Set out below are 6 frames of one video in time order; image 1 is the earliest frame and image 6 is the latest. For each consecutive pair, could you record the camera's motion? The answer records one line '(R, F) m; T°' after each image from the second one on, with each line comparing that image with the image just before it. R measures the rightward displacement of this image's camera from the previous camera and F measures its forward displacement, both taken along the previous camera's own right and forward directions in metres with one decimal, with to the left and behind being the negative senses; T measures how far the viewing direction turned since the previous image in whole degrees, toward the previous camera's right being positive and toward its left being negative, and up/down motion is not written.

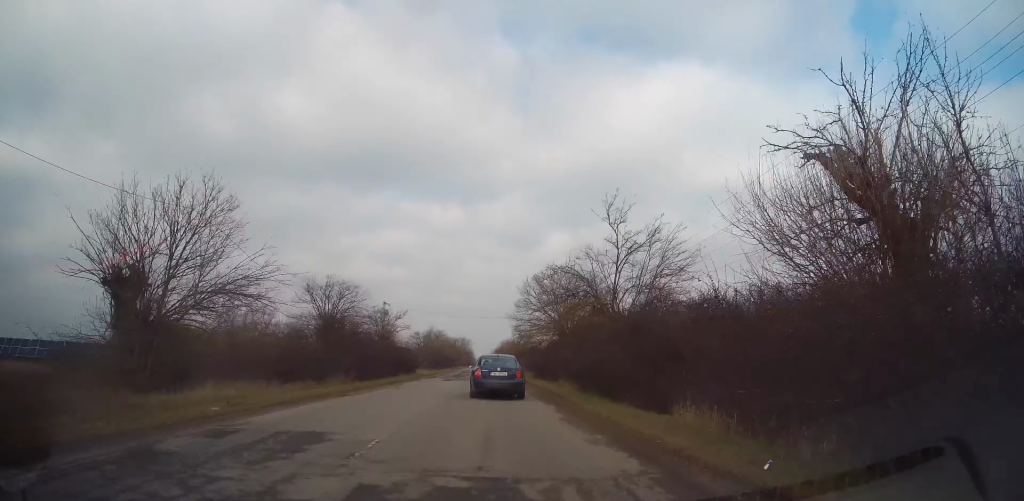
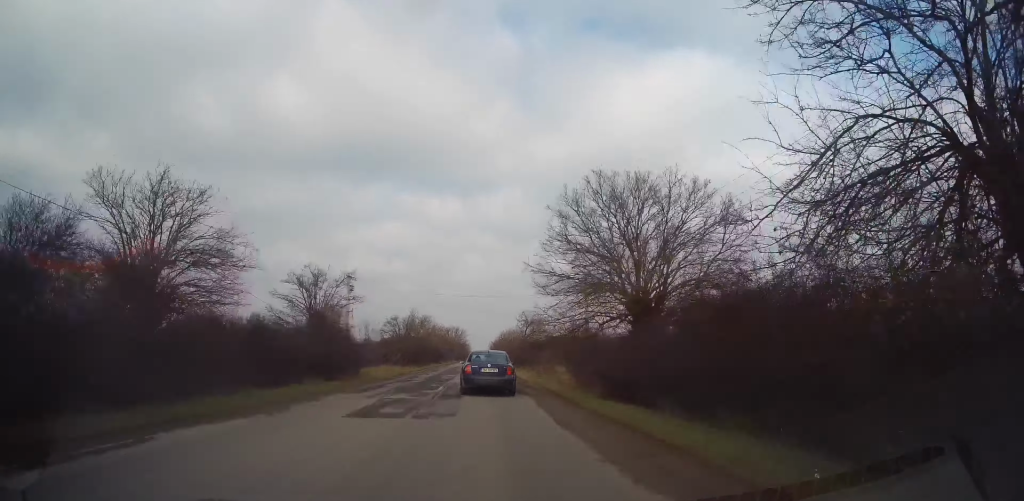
(+0.7, +23.2) m; +1°
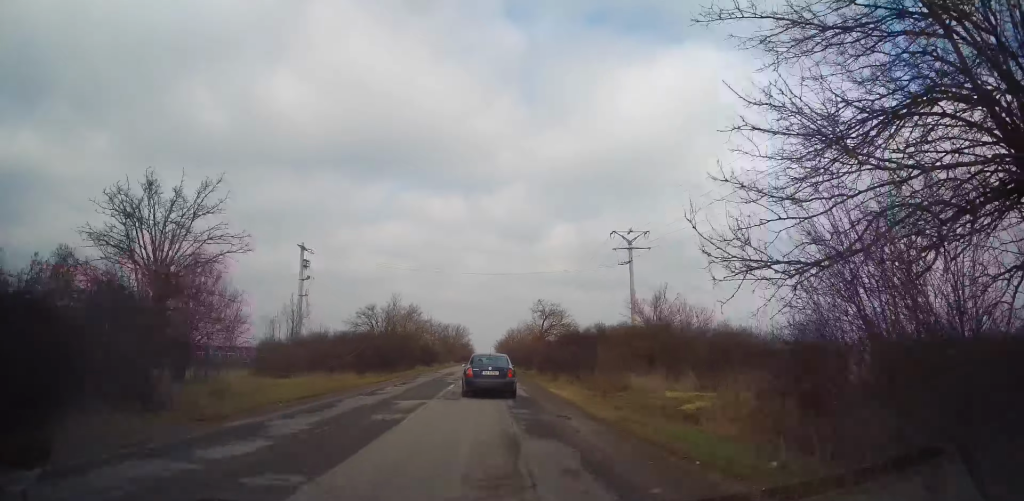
(-0.6, +20.1) m; -3°
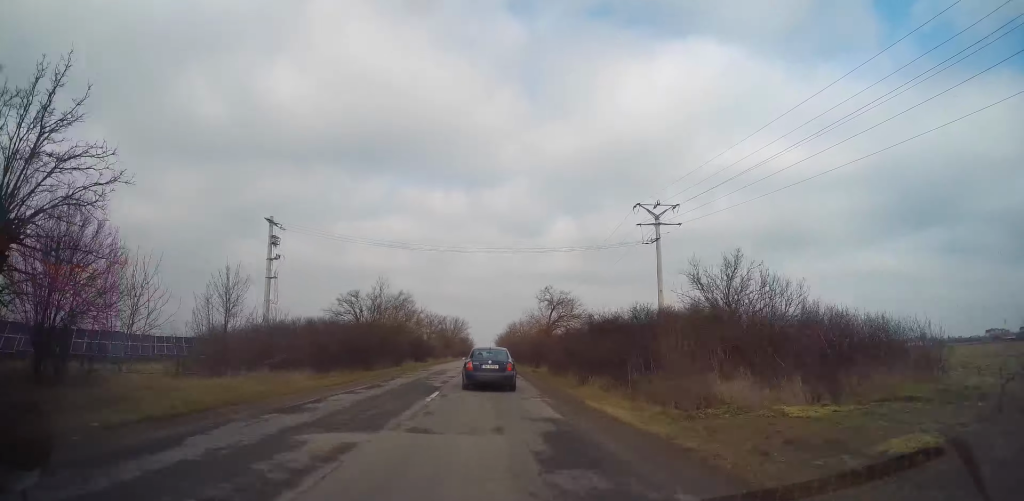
(0.0, +8.0) m; +1°
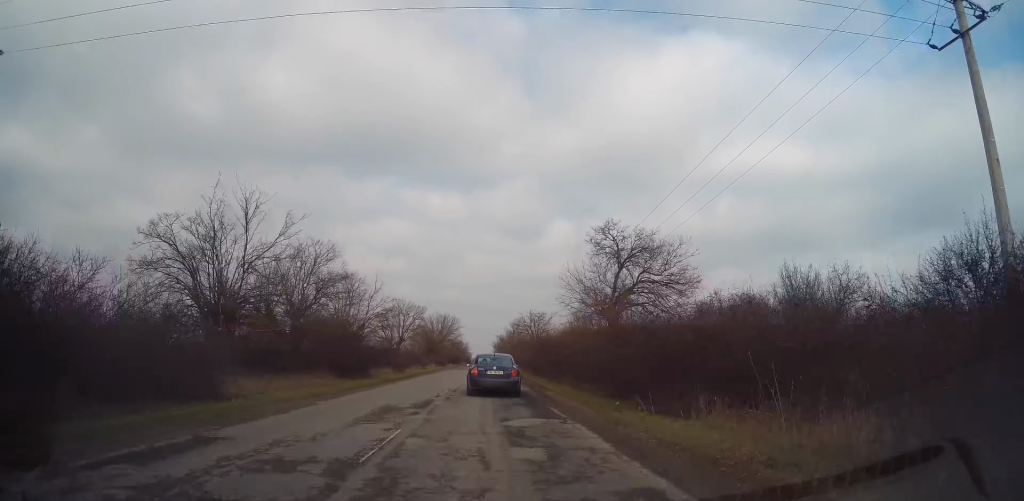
(+0.9, +30.9) m; +3°
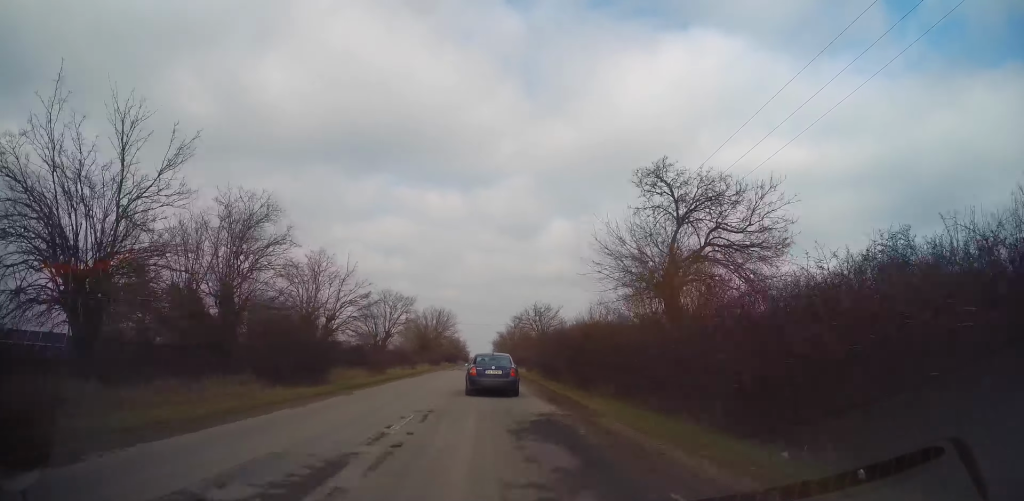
(+0.2, +9.3) m; 0°
